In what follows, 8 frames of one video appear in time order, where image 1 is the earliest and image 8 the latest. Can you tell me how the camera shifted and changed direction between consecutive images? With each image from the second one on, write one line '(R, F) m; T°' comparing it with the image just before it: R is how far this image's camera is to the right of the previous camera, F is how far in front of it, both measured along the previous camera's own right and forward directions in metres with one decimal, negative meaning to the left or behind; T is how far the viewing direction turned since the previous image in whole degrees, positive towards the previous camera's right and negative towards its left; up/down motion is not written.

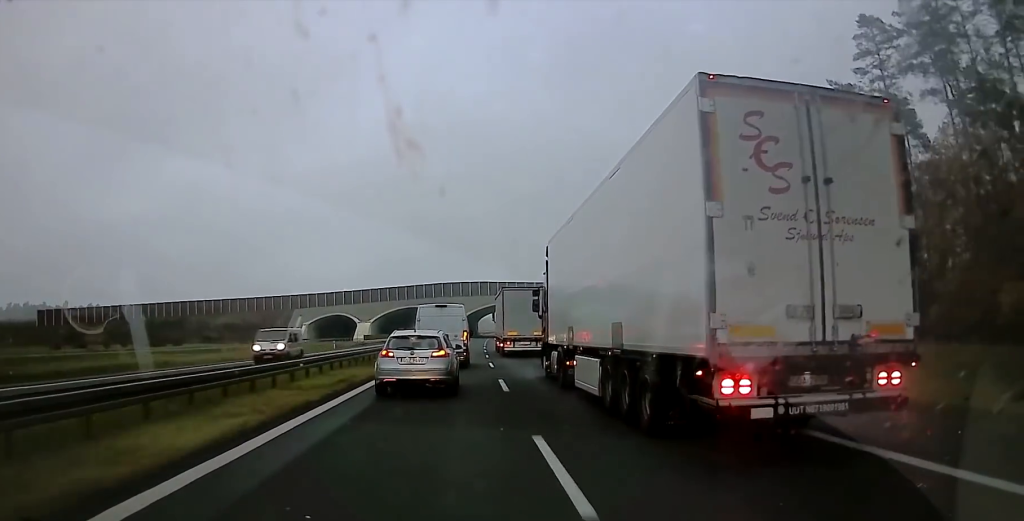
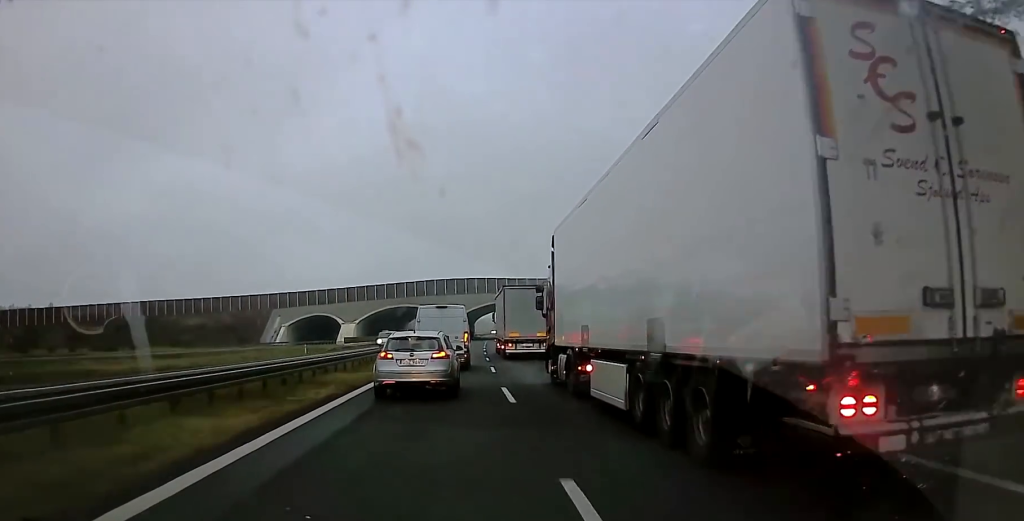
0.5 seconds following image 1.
(0.0, +14.9) m; +1°
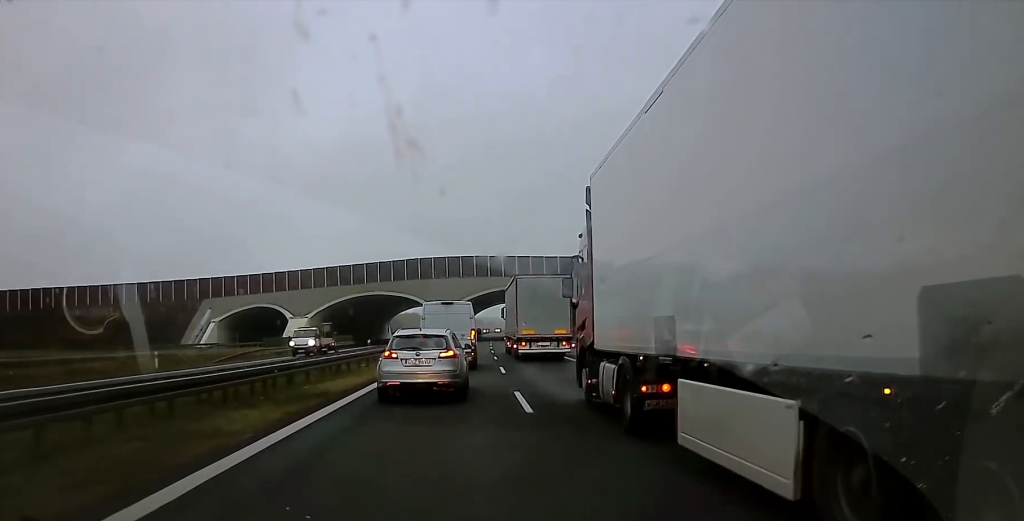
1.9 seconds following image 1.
(+0.3, +38.3) m; -1°
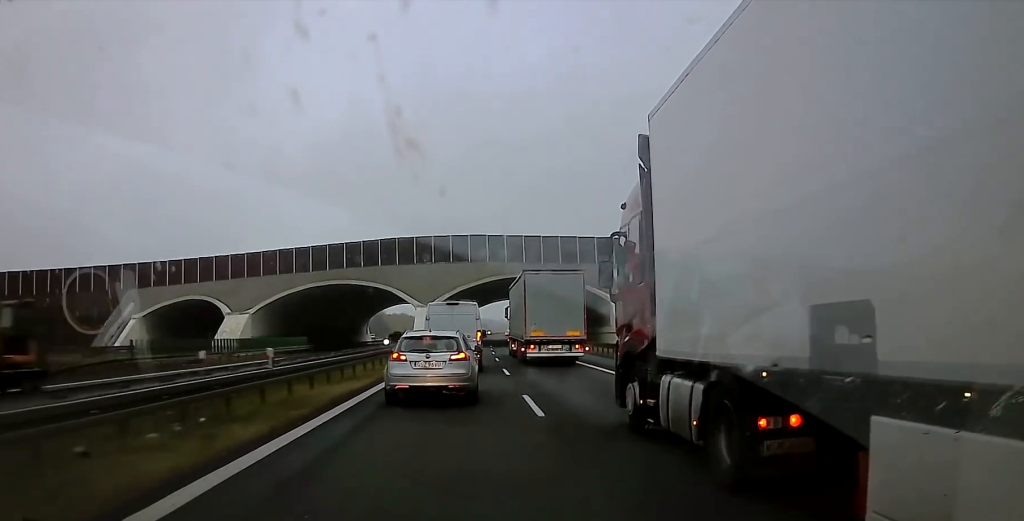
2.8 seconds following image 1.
(-0.1, +24.2) m; +1°
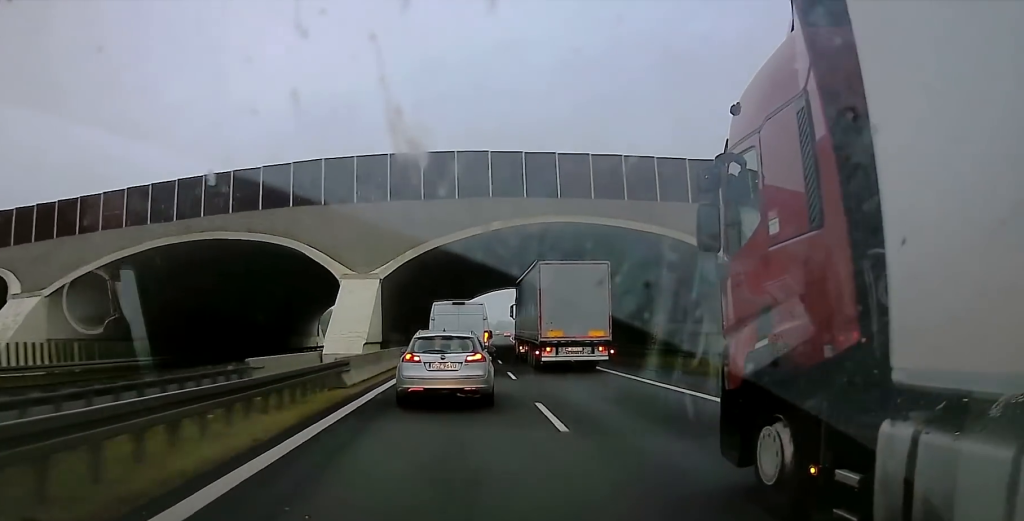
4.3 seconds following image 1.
(+1.5, +37.9) m; +3°
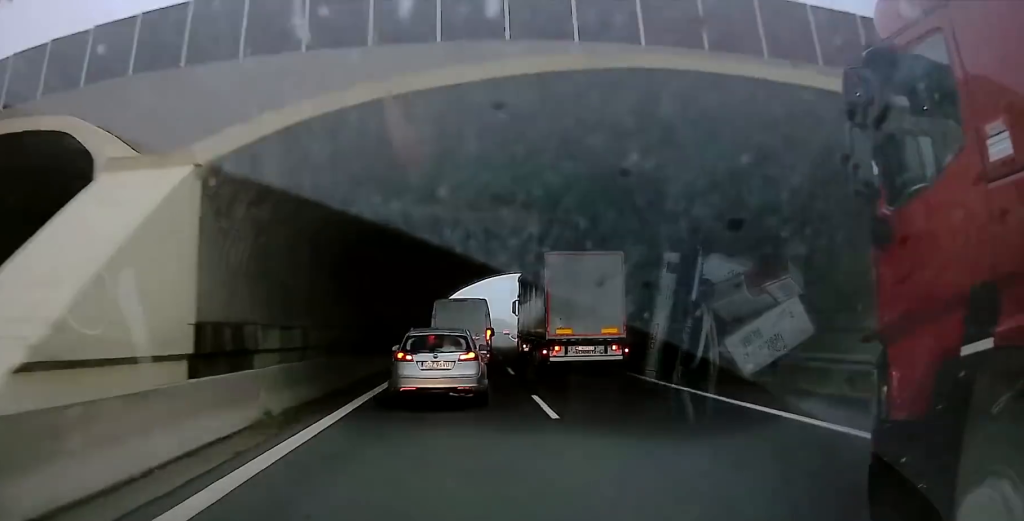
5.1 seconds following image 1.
(-0.1, +22.4) m; 0°
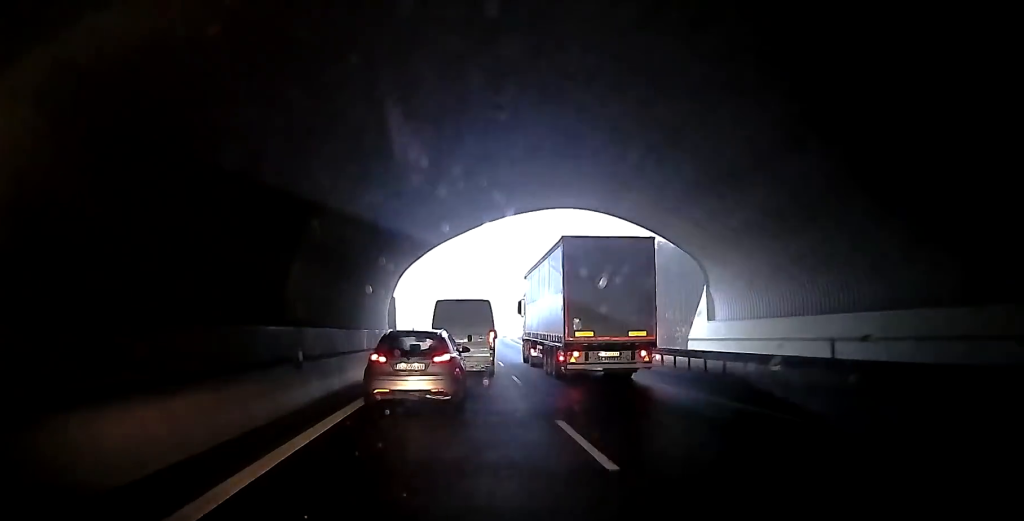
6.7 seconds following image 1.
(-0.1, +39.8) m; -1°
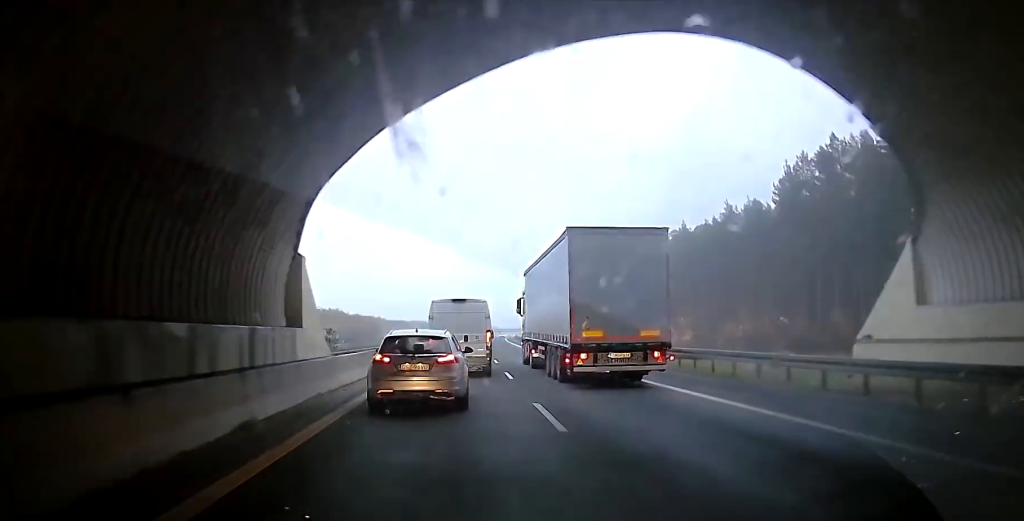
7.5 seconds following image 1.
(-0.1, +20.9) m; -1°
